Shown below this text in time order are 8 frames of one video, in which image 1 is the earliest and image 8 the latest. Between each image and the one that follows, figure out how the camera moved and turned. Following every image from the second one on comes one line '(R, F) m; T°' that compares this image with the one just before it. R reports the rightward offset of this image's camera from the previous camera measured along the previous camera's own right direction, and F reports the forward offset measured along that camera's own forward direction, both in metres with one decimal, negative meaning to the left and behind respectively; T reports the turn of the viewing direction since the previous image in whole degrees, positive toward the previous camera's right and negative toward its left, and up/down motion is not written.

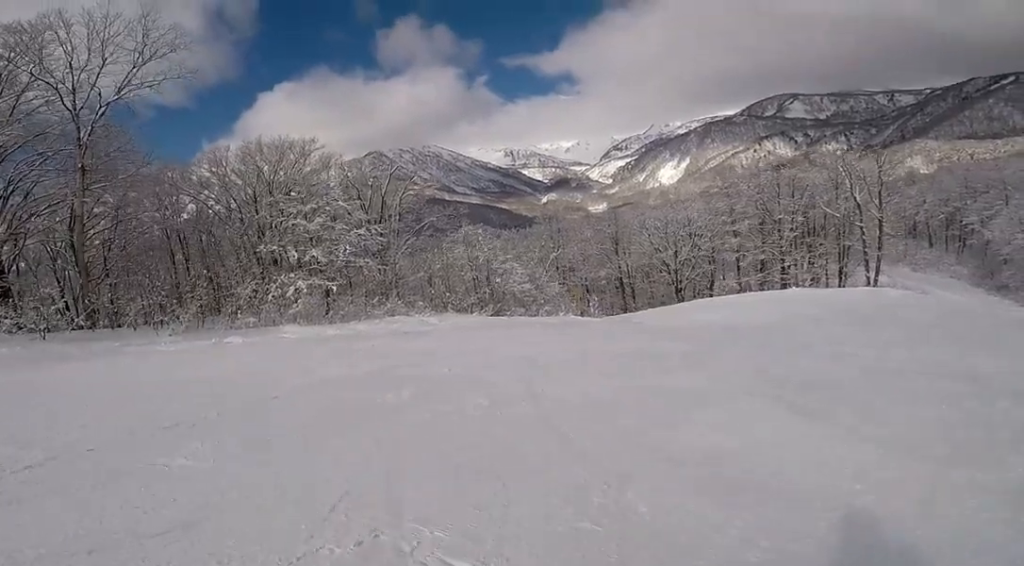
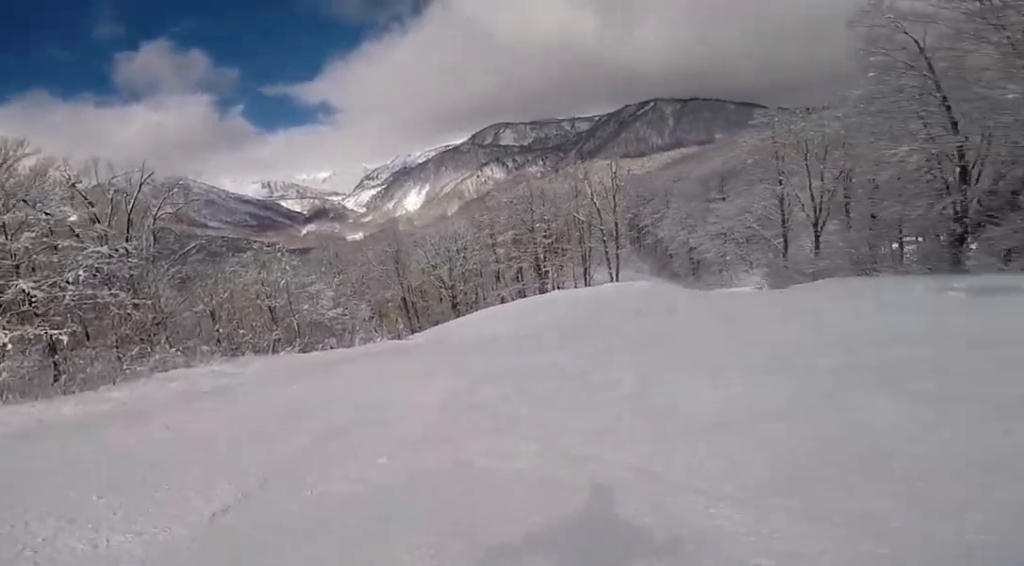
(0.0, +5.5) m; +17°
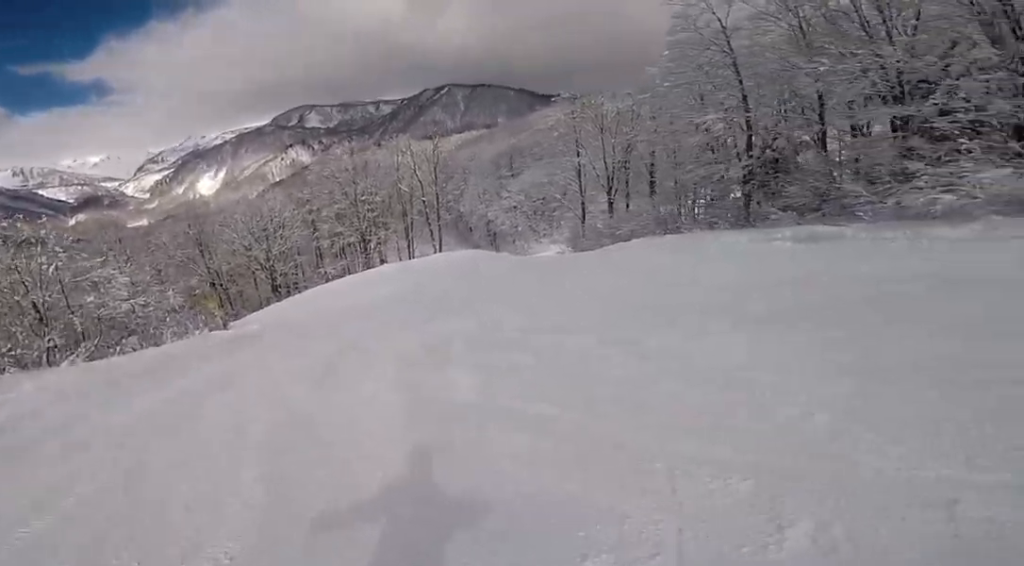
(+0.2, +3.0) m; +23°
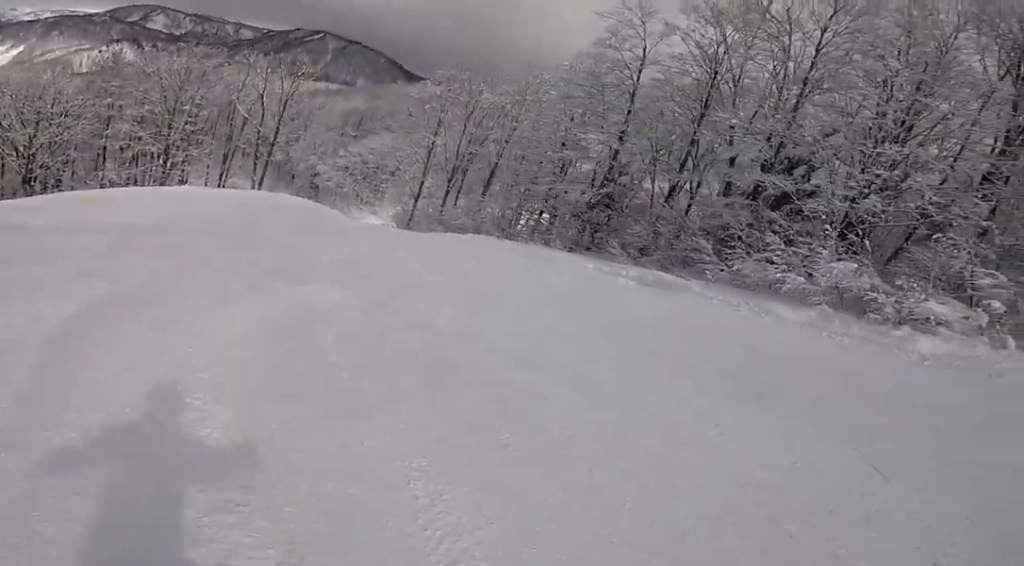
(+1.5, +3.5) m; +32°
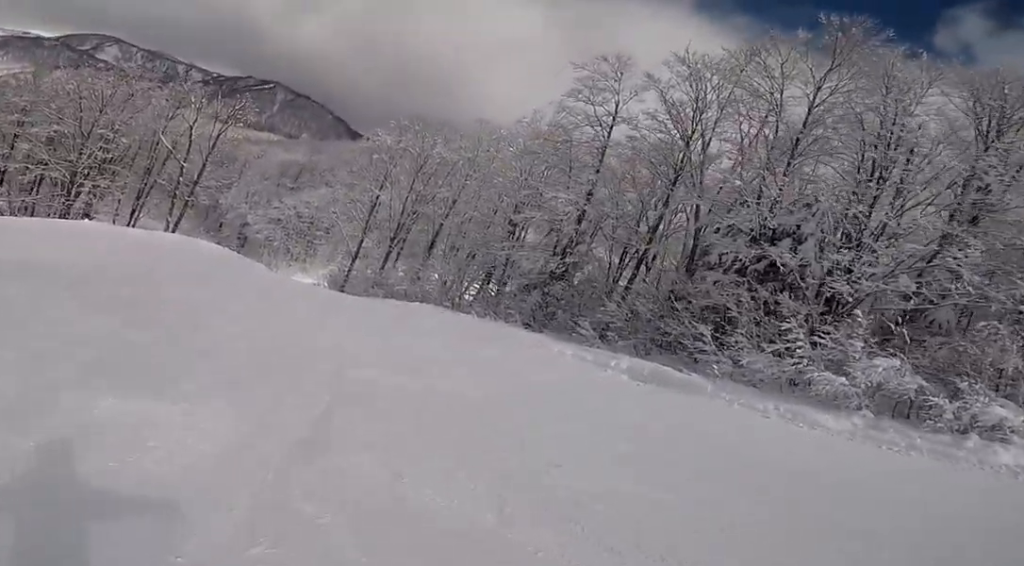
(+0.7, +4.5) m; +14°
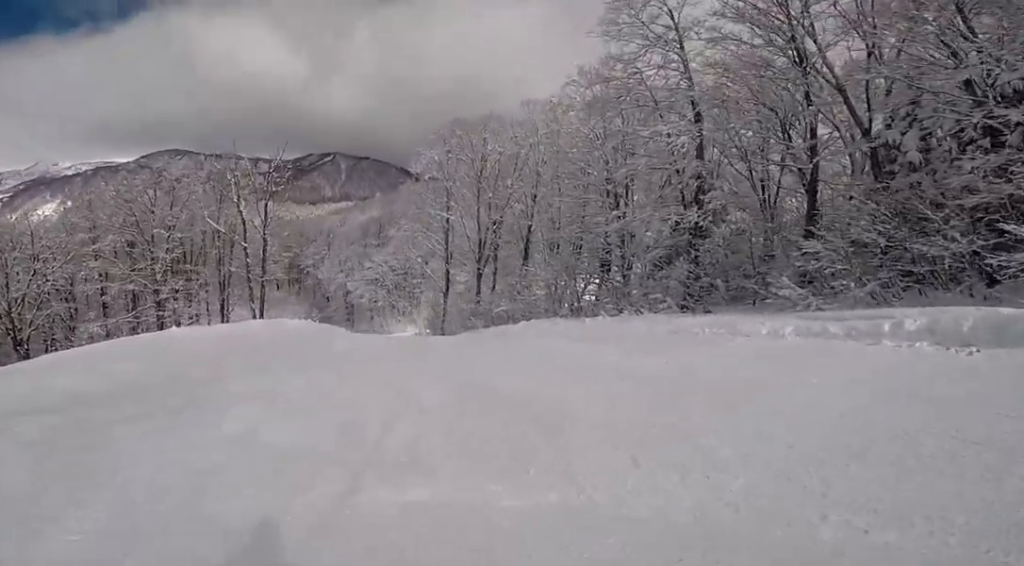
(+0.5, +5.4) m; +1°
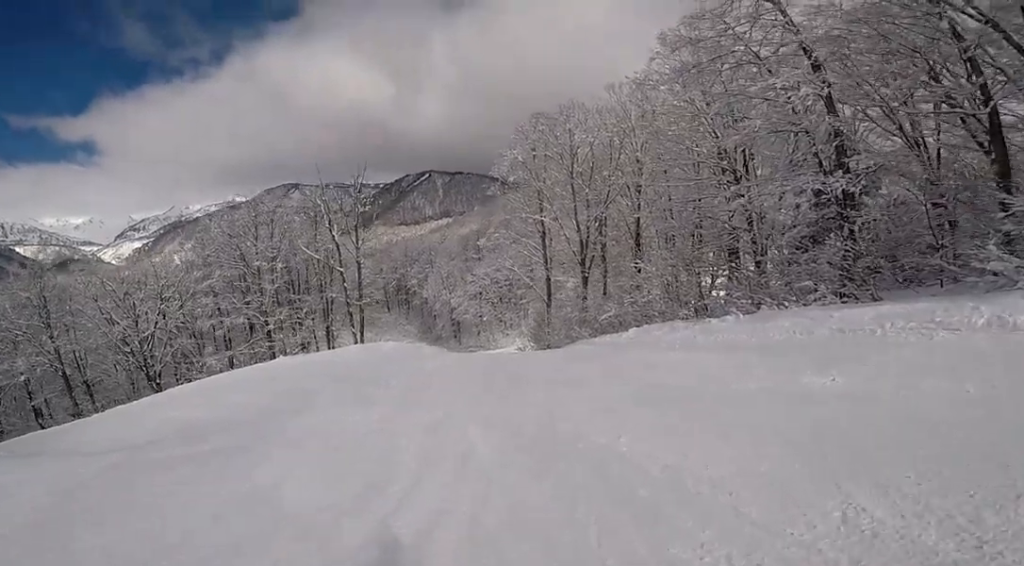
(+0.1, +2.2) m; -9°
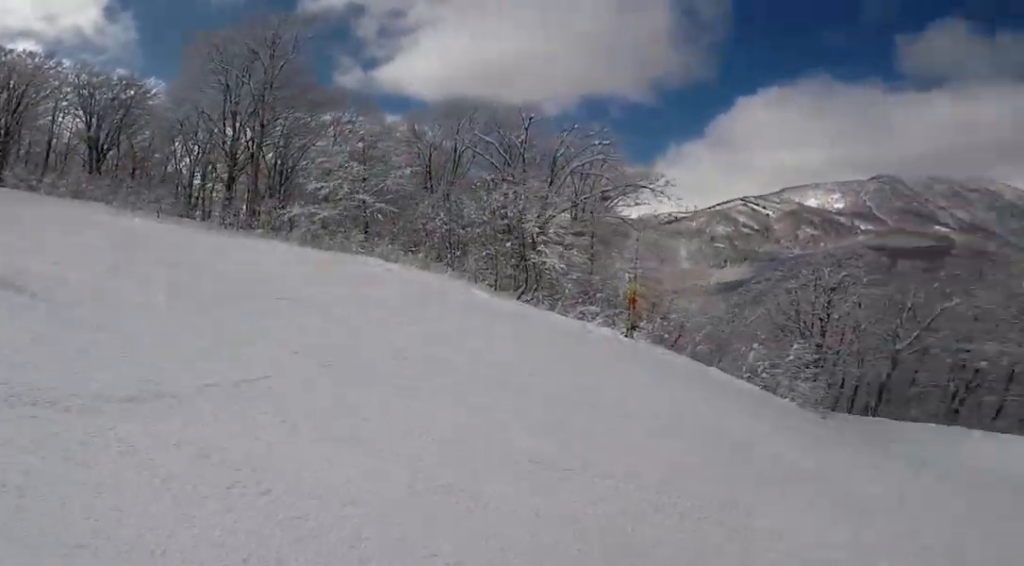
(-1.8, +6.0) m; -35°
